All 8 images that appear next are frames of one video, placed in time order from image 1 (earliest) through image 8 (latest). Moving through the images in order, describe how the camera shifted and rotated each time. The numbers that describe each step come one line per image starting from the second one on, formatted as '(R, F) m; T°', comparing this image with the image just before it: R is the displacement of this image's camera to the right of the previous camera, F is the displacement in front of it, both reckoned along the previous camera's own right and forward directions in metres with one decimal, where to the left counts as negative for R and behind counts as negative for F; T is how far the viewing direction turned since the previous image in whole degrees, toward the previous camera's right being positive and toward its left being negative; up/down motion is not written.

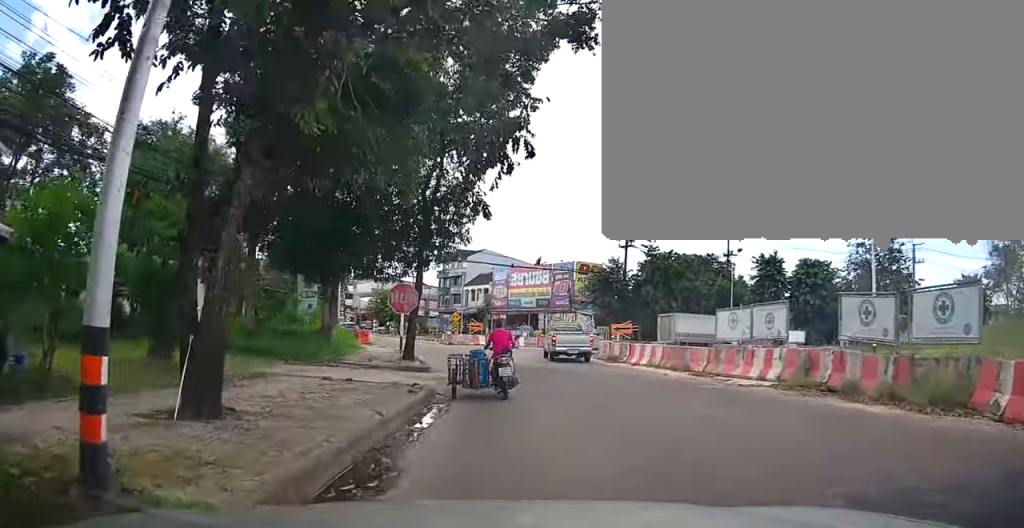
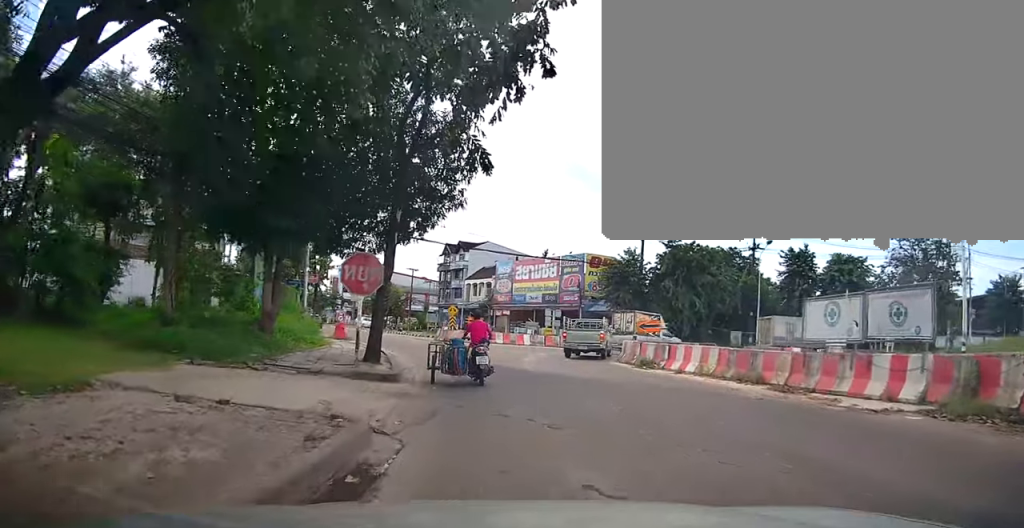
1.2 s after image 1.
(-0.7, +5.3) m; -2°
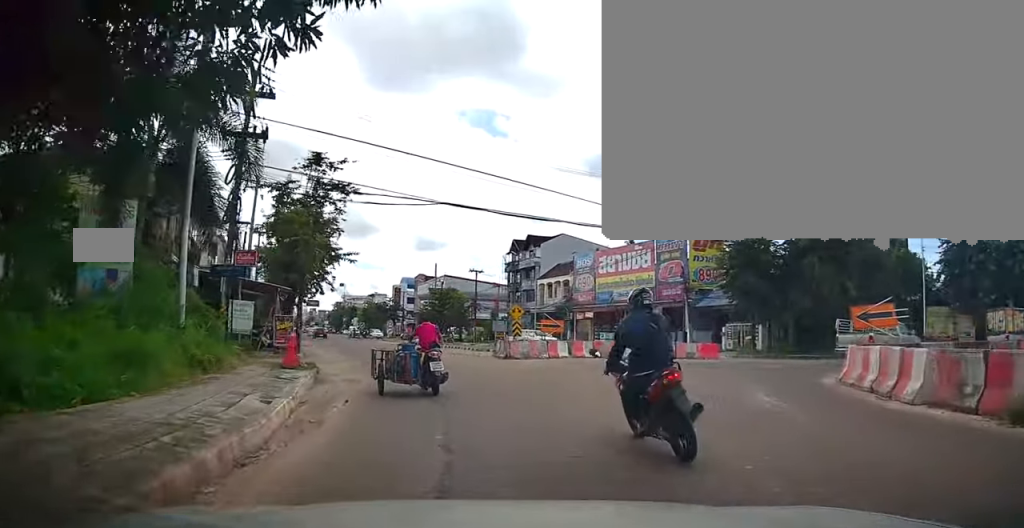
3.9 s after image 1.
(+0.2, +12.2) m; -13°
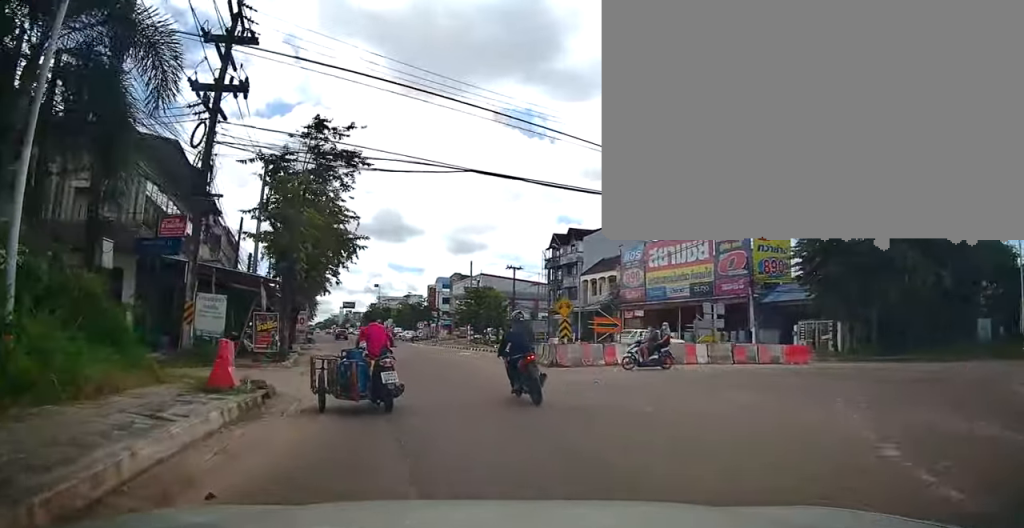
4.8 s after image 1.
(-0.5, +4.9) m; 0°
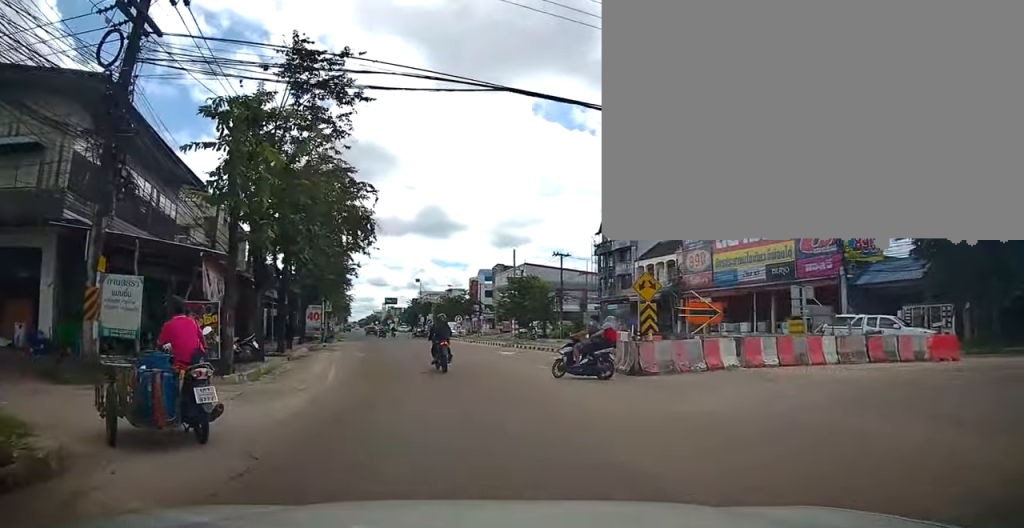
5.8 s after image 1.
(+0.6, +6.2) m; 0°
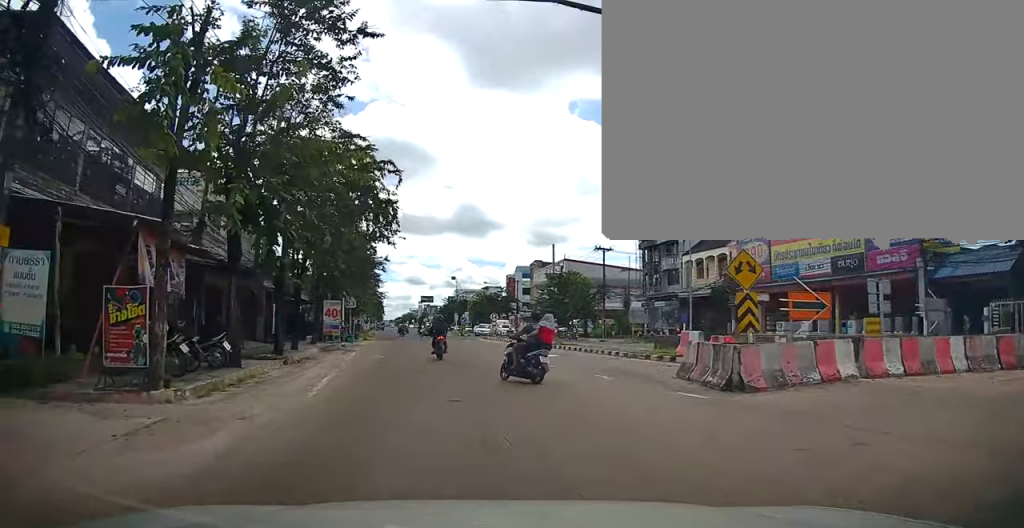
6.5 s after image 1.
(-0.4, +4.0) m; -4°
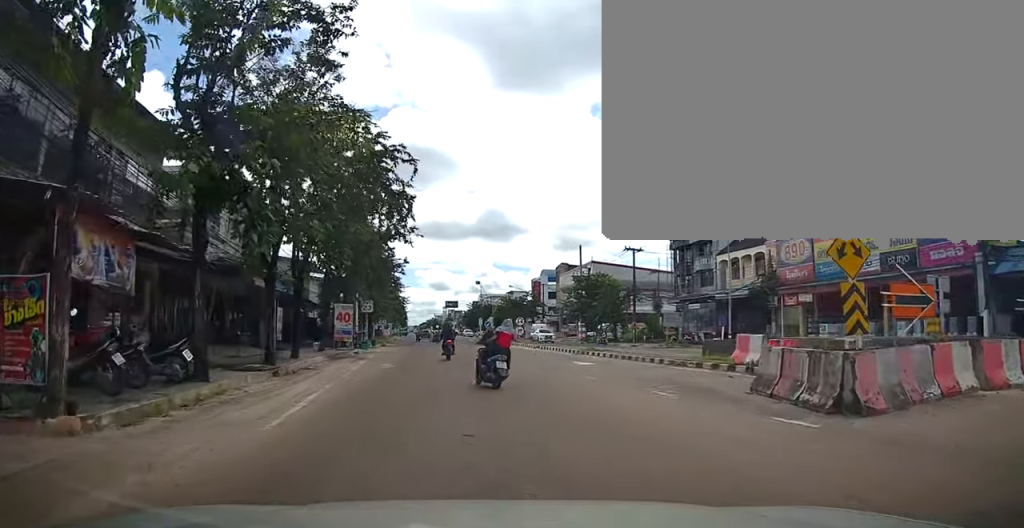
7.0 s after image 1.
(0.0, +2.8) m; -1°
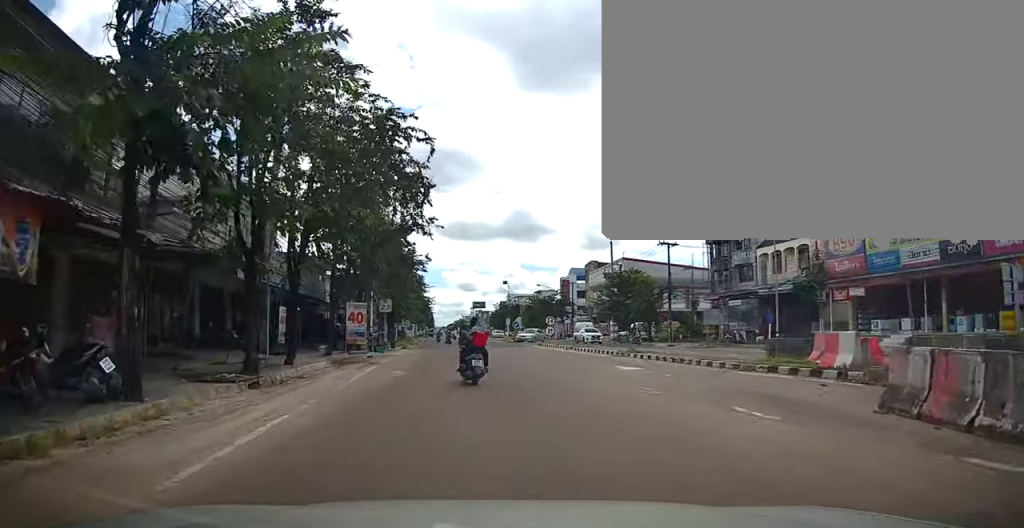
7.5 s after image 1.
(0.0, +3.1) m; 0°
